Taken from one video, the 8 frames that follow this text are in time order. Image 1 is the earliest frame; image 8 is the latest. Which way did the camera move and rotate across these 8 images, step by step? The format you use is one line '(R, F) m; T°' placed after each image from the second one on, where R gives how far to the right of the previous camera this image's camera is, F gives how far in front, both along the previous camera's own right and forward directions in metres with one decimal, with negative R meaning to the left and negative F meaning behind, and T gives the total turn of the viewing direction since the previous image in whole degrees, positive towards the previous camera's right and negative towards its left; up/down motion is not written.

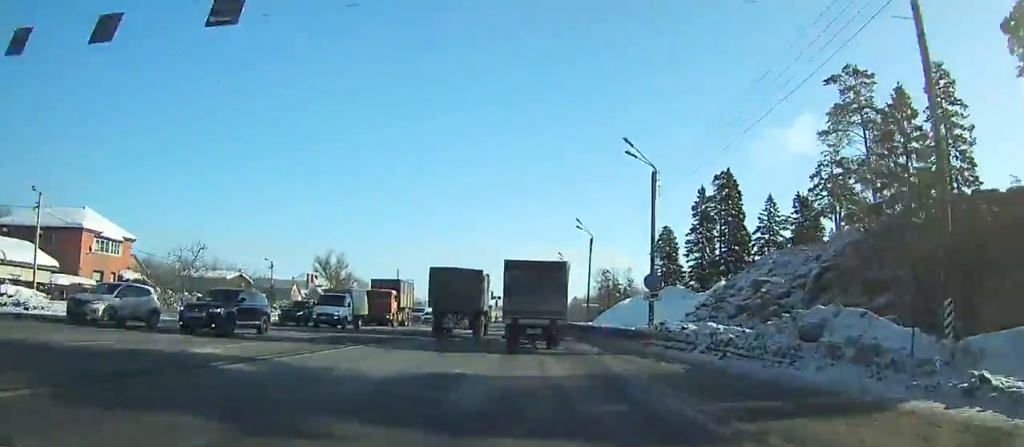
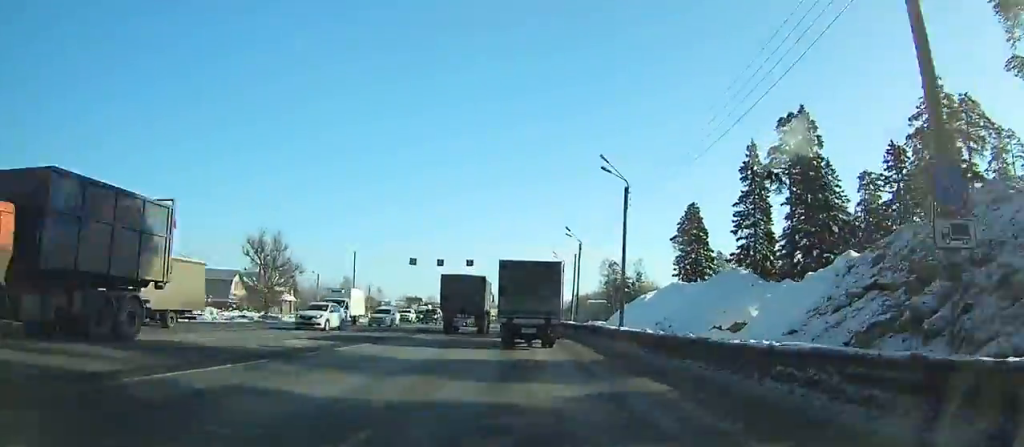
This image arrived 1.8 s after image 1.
(-0.2, +23.3) m; 0°
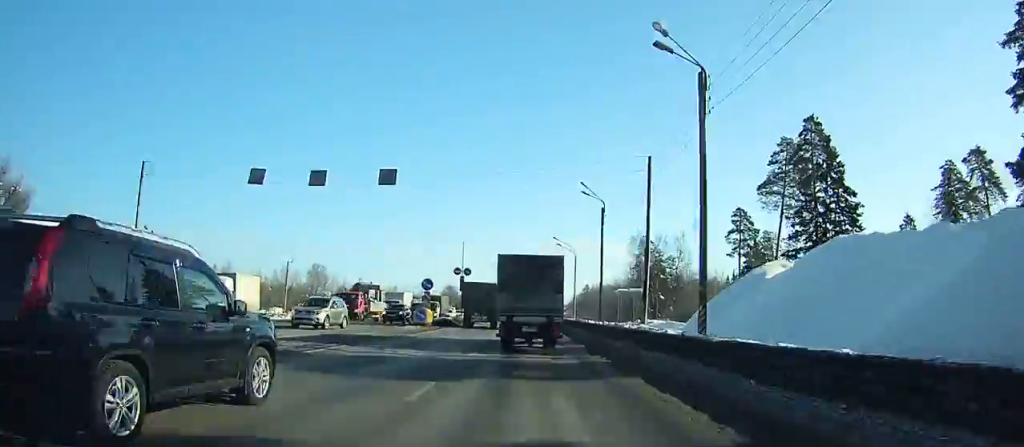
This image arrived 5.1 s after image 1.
(-0.2, +44.3) m; 0°
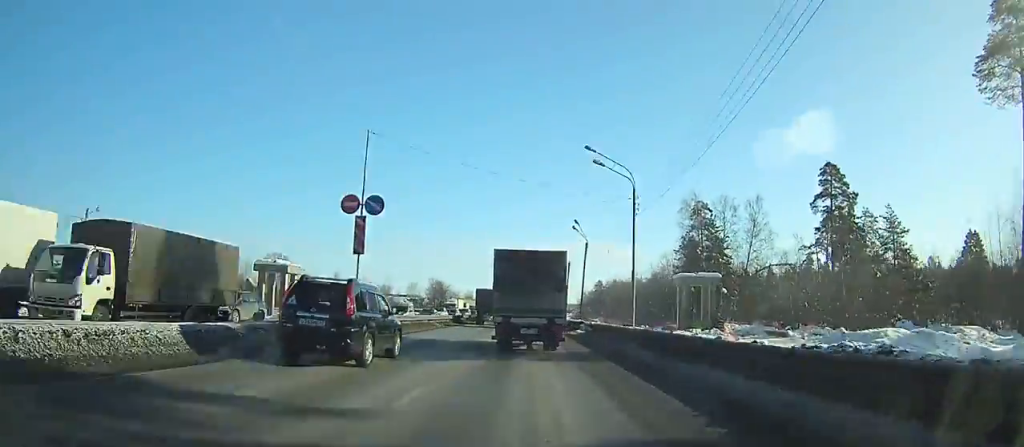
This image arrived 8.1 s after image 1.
(0.0, +41.9) m; 0°
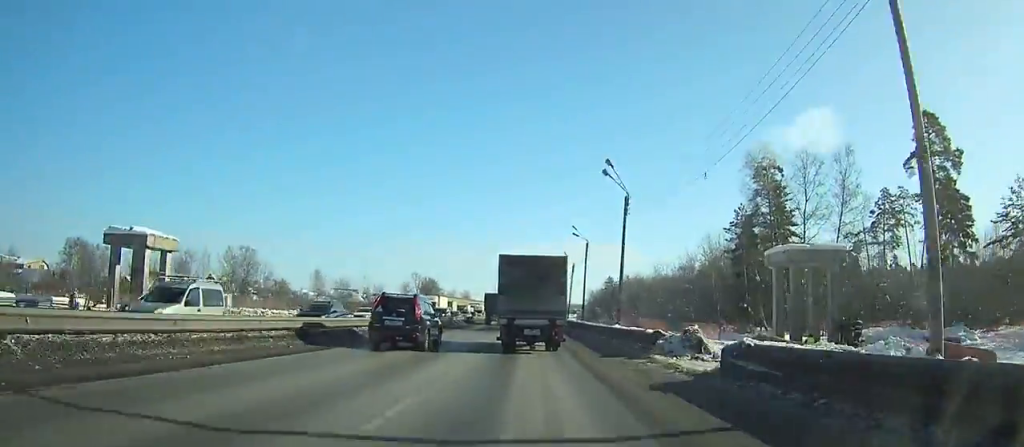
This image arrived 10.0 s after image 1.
(0.0, +27.2) m; 0°
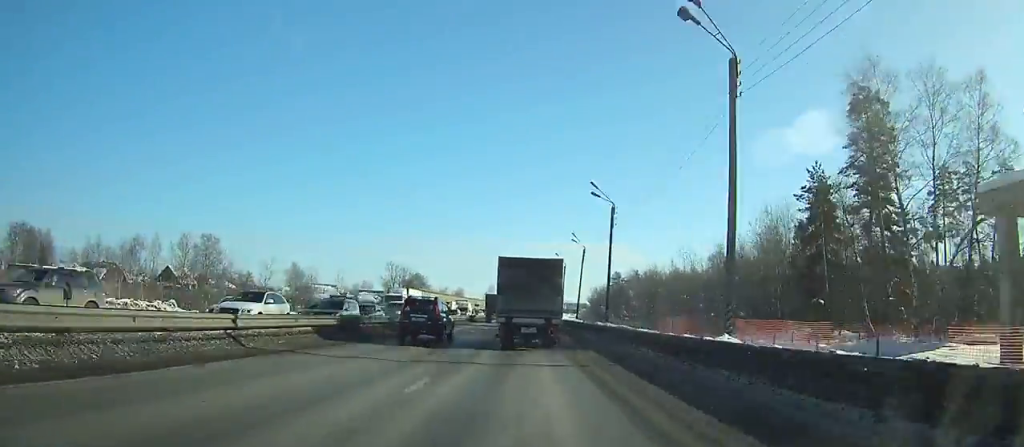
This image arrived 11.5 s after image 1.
(-0.1, +22.2) m; 0°
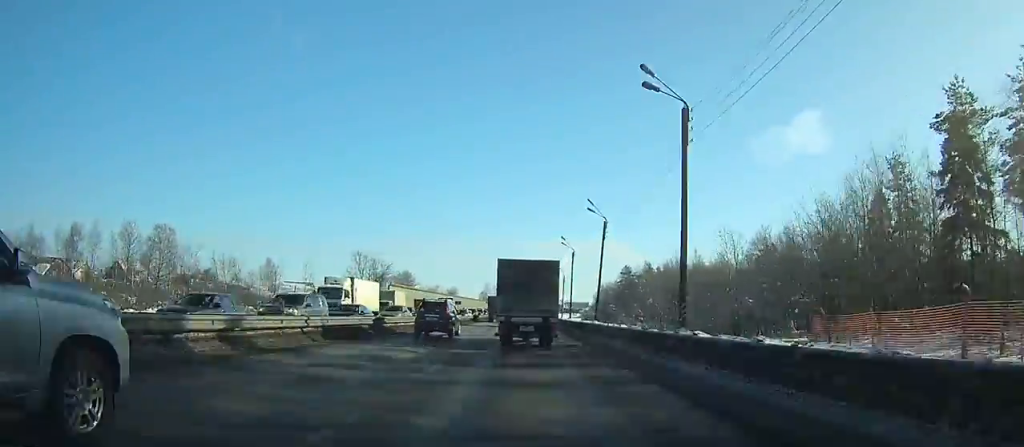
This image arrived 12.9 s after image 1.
(-0.1, +21.0) m; 0°
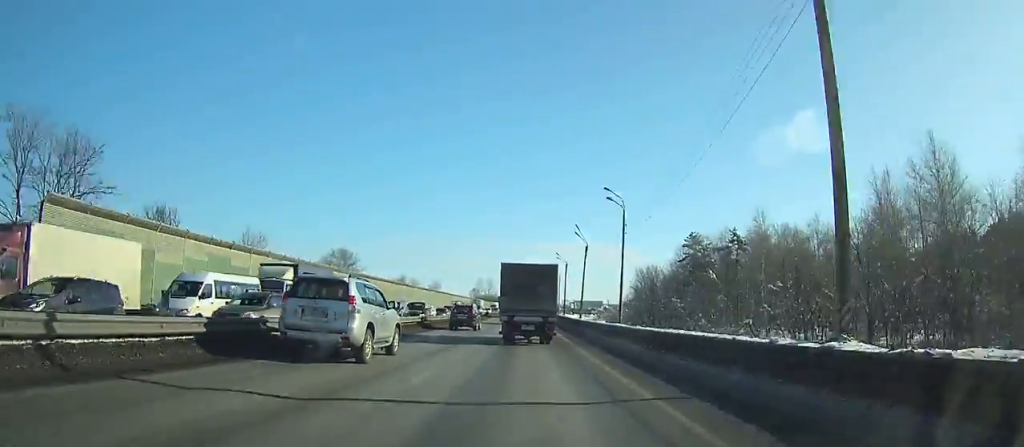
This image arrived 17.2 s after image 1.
(+0.2, +67.8) m; +1°
